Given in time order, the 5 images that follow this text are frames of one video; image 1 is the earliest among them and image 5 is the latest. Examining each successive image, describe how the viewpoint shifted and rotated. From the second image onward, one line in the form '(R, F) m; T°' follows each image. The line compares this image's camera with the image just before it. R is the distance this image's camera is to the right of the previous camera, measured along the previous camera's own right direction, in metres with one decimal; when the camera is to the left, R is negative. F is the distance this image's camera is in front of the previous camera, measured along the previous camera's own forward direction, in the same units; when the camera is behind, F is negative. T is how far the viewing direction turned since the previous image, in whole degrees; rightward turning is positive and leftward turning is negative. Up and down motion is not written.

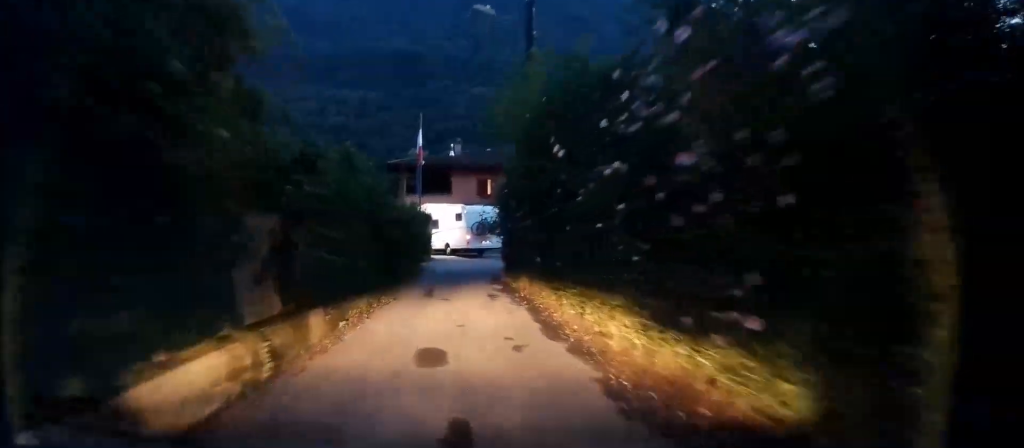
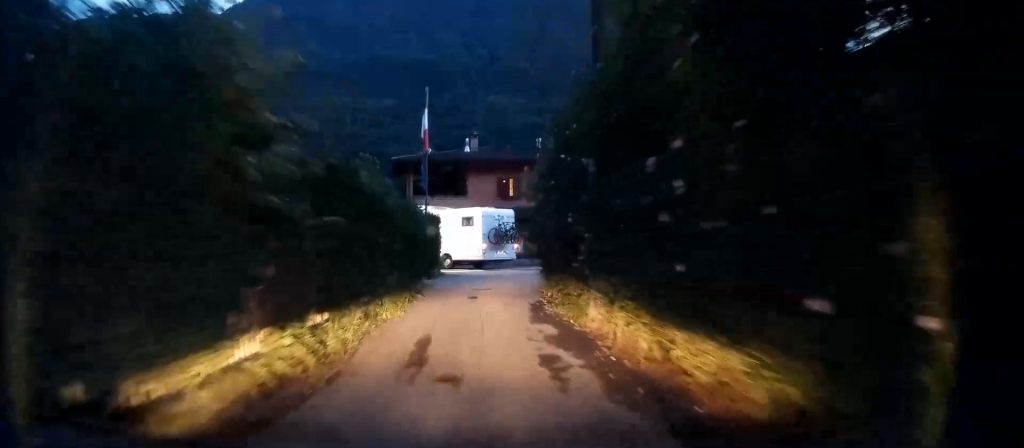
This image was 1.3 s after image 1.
(+0.2, +8.7) m; +2°
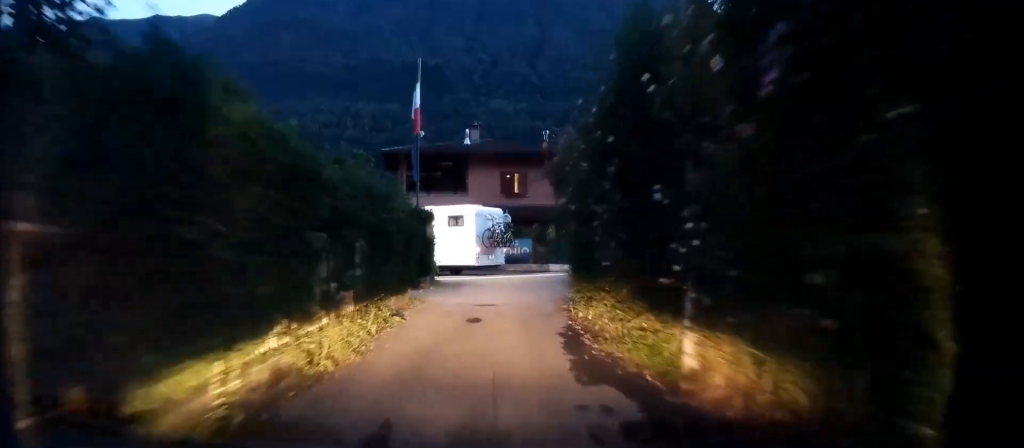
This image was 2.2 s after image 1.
(+0.1, +5.2) m; +1°
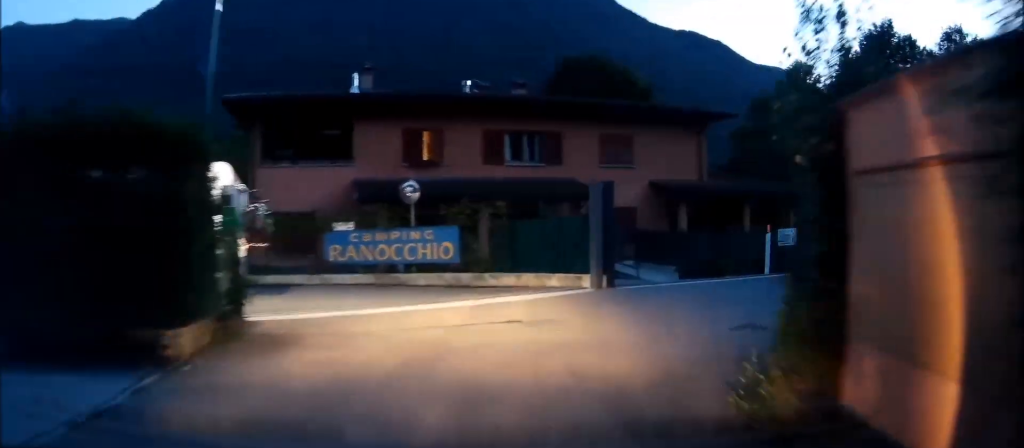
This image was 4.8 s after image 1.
(+1.2, +14.6) m; +6°
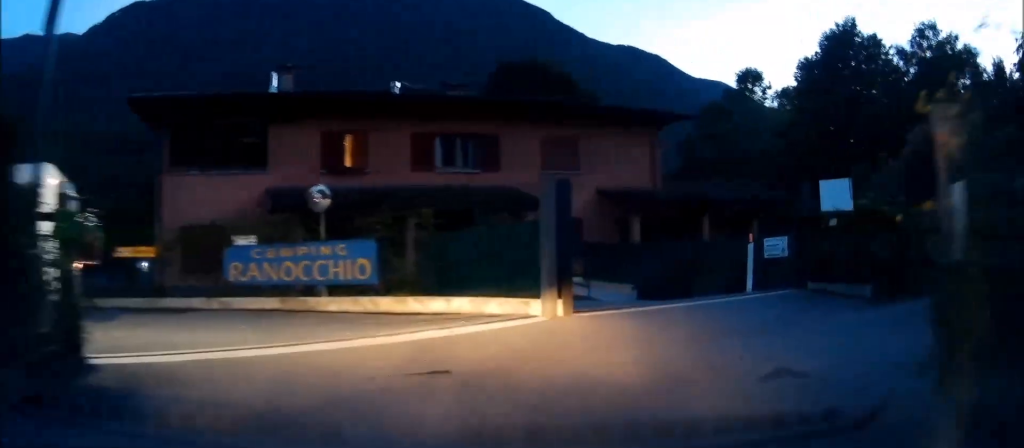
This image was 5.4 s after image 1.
(-0.3, +3.2) m; 0°
